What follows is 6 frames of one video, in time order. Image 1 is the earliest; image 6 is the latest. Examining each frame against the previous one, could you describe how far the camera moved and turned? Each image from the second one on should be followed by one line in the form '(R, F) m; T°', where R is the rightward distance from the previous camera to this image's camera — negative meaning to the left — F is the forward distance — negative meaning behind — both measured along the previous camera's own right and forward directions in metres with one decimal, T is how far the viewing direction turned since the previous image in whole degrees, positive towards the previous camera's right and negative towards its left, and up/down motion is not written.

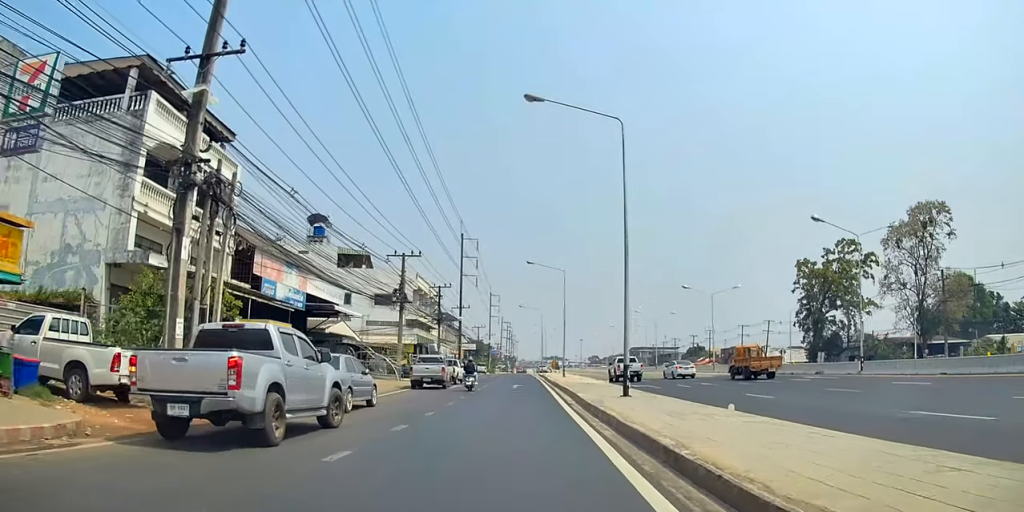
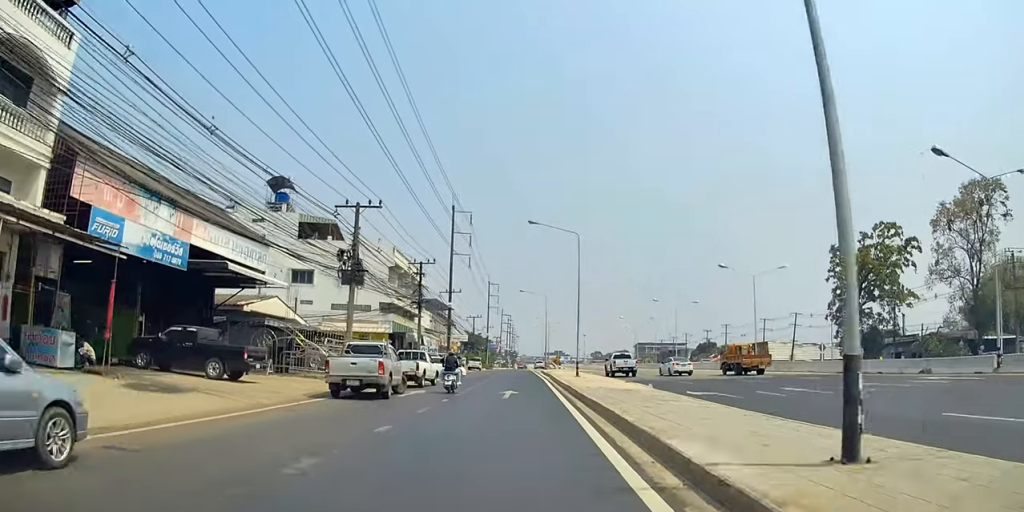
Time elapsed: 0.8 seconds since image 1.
(-0.1, +13.2) m; -1°
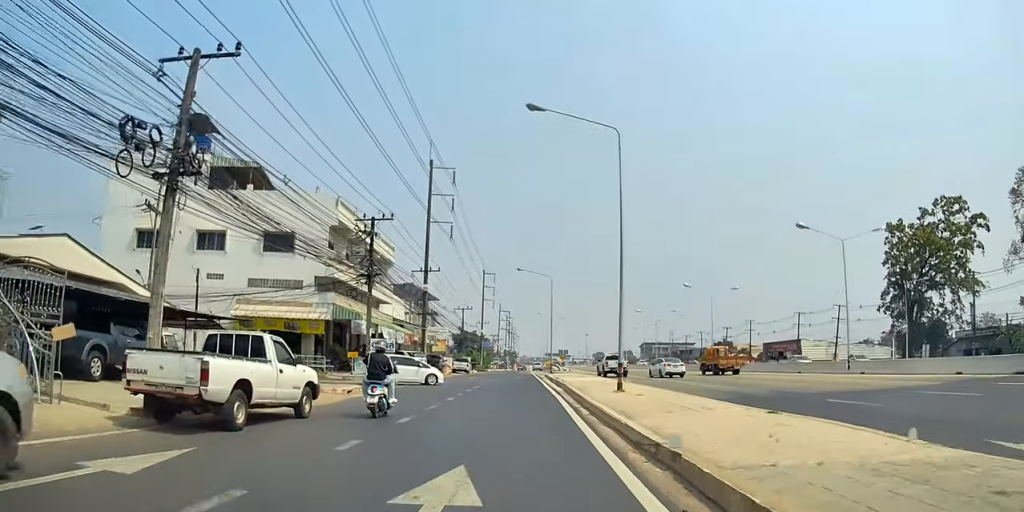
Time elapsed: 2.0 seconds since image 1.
(0.0, +18.9) m; +1°
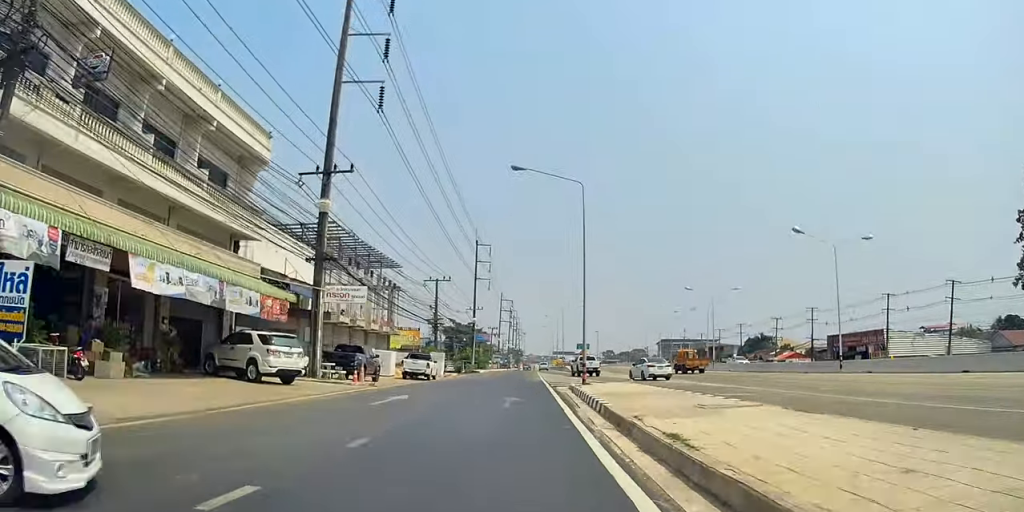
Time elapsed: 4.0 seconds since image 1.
(-0.3, +30.7) m; -1°
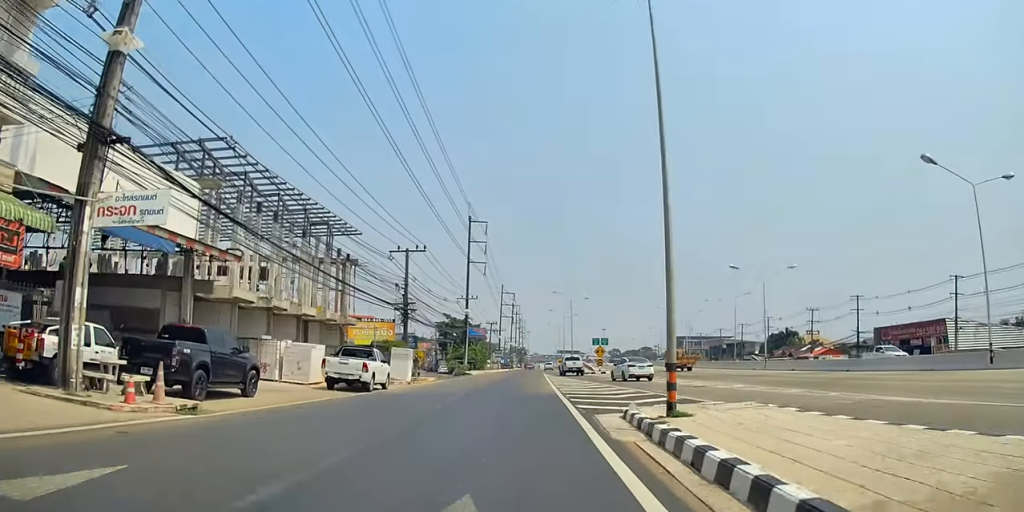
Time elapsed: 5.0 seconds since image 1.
(+0.5, +16.2) m; +2°
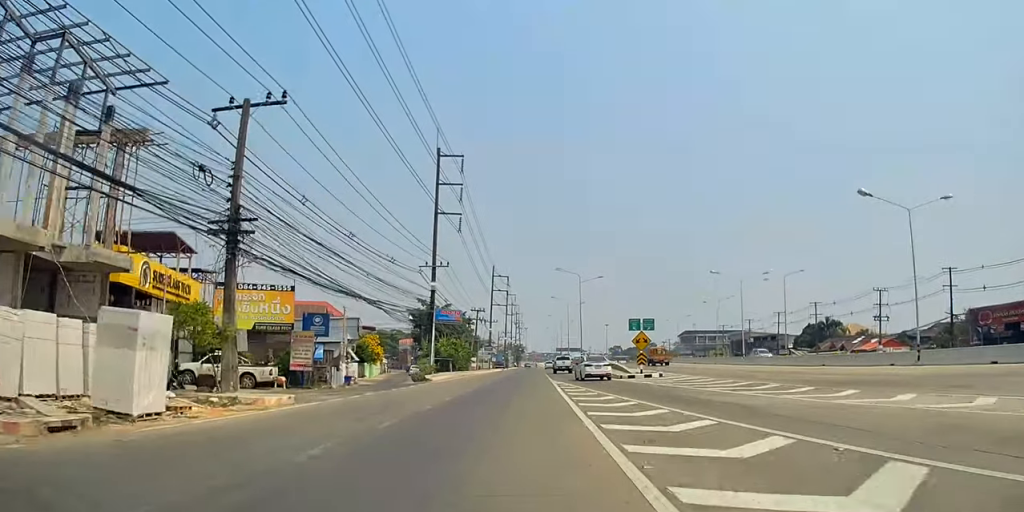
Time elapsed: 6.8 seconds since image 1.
(-0.2, +26.2) m; -1°
